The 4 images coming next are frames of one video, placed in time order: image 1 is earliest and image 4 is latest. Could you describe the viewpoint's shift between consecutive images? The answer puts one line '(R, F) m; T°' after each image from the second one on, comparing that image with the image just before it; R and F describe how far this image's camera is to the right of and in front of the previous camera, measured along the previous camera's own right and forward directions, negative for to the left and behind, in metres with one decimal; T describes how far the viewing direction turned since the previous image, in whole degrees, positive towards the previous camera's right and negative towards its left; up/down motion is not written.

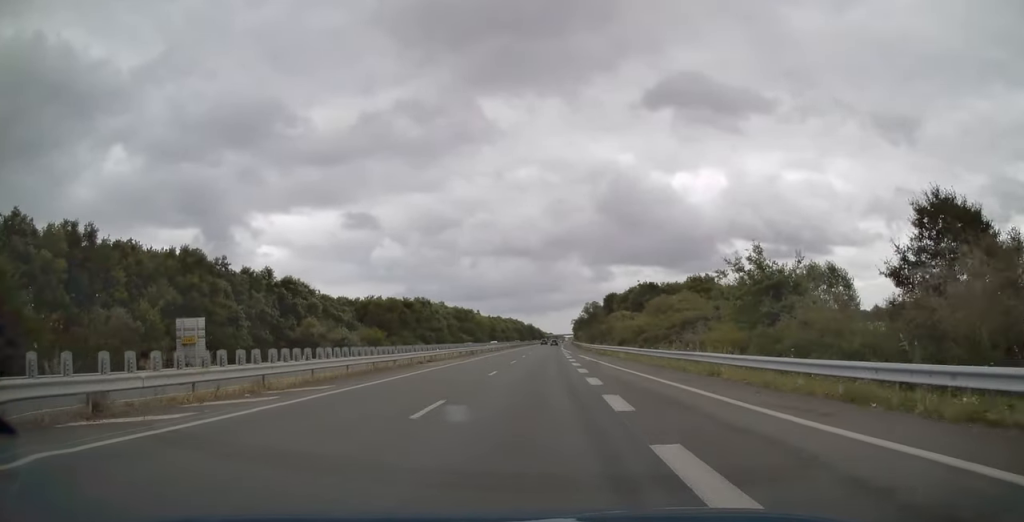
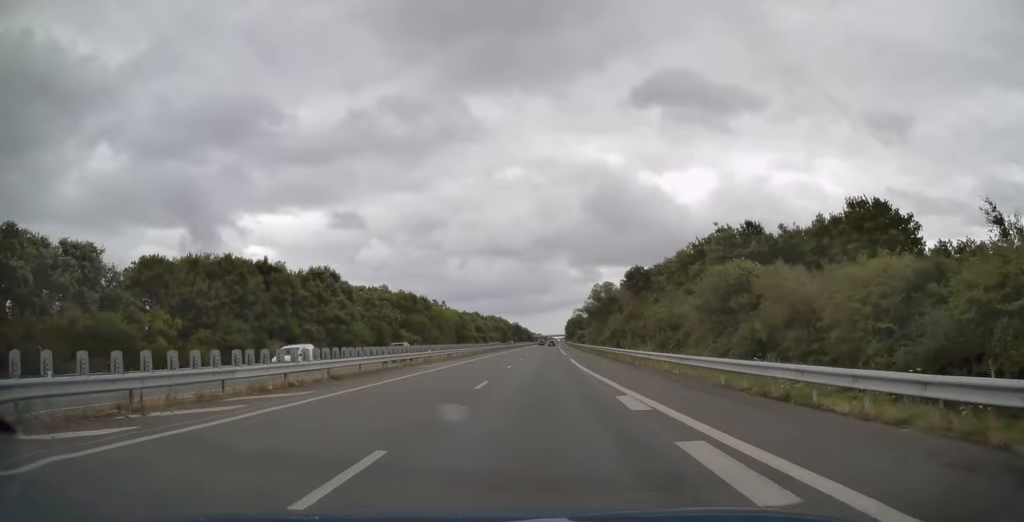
(+0.1, +58.6) m; +1°
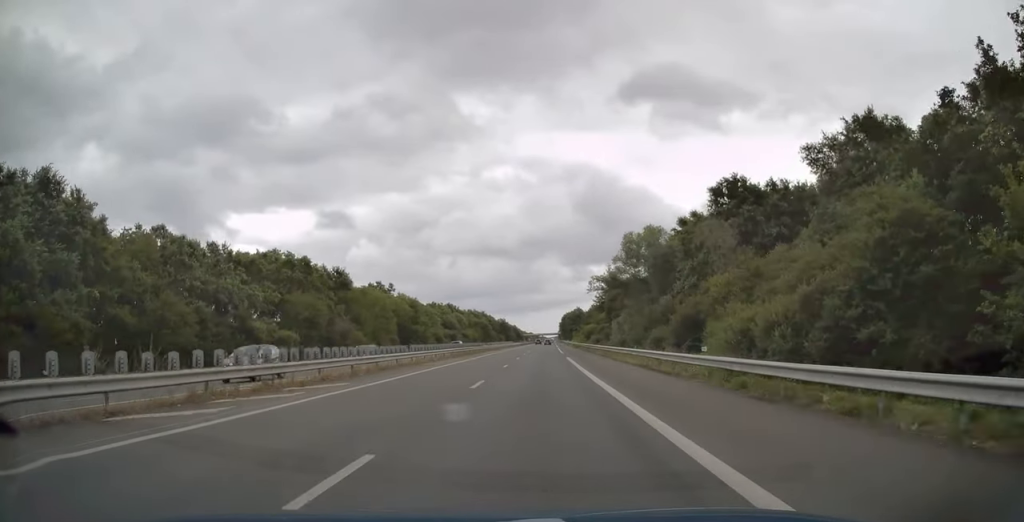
(+0.9, +52.5) m; +1°
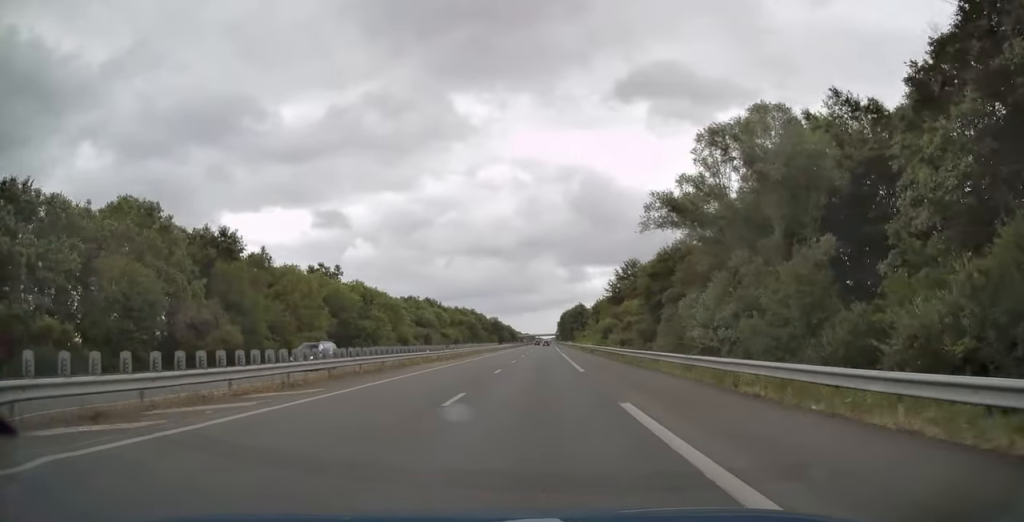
(0.0, +30.5) m; 0°
